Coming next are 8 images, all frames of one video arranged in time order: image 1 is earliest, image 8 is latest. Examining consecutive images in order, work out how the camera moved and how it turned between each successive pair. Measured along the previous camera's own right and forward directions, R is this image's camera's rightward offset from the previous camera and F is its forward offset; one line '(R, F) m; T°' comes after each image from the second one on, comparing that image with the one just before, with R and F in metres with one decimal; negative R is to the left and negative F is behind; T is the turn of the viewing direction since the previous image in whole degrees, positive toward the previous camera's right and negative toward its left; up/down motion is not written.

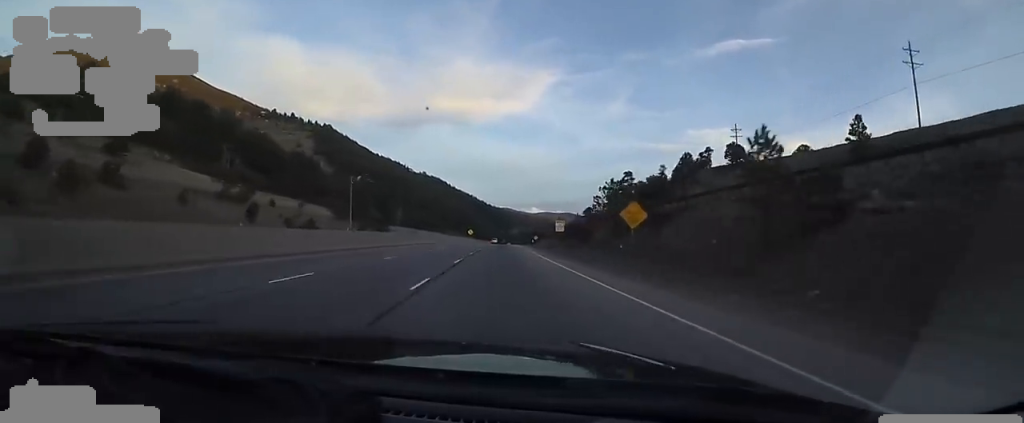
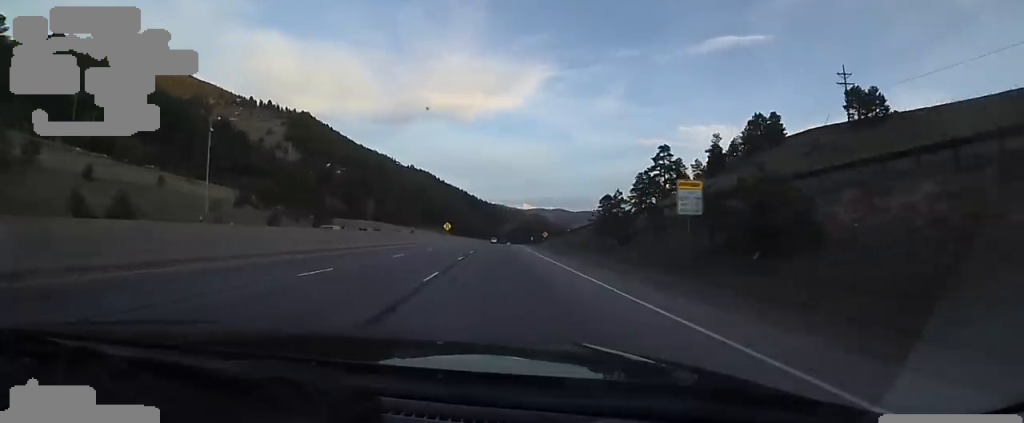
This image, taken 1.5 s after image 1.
(+2.3, +46.2) m; +4°
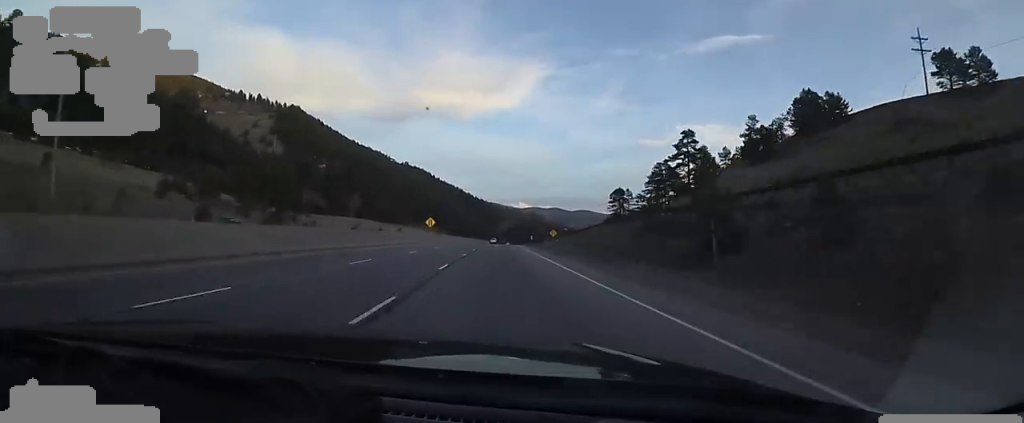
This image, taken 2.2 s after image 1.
(+0.1, +19.1) m; -2°
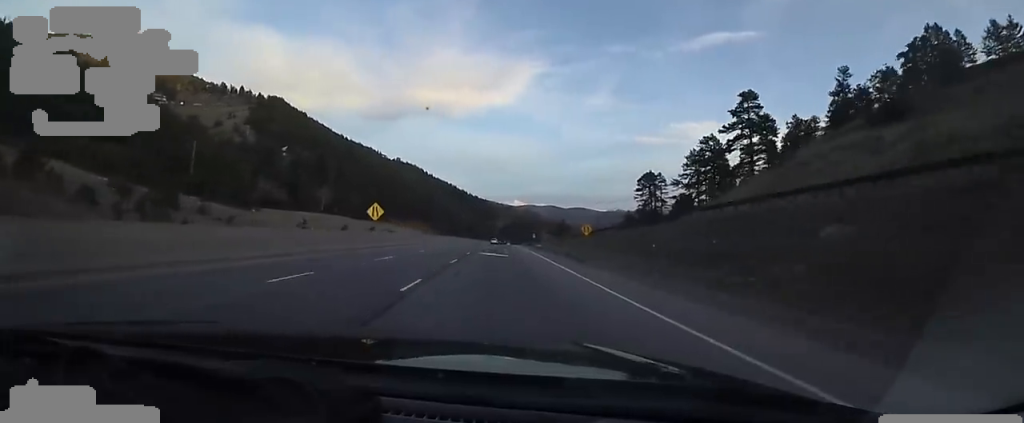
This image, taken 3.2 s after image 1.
(-1.1, +30.9) m; -1°
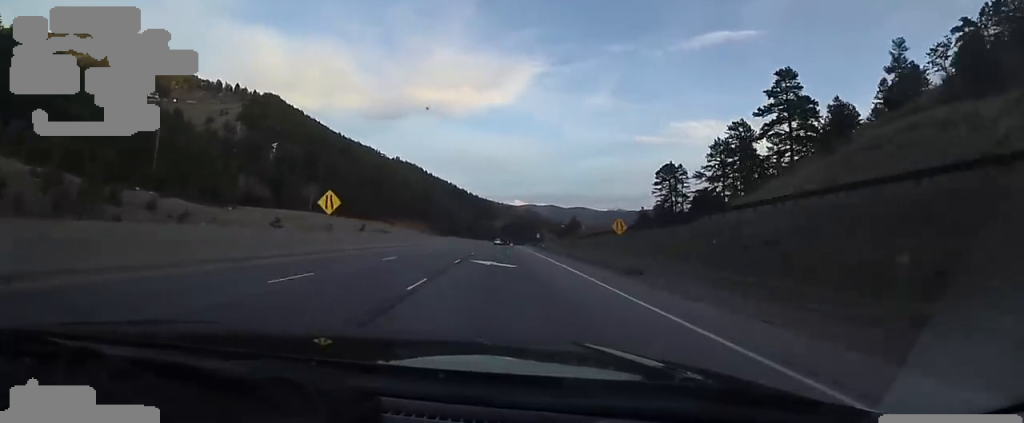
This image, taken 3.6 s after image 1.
(0.0, +12.0) m; +1°
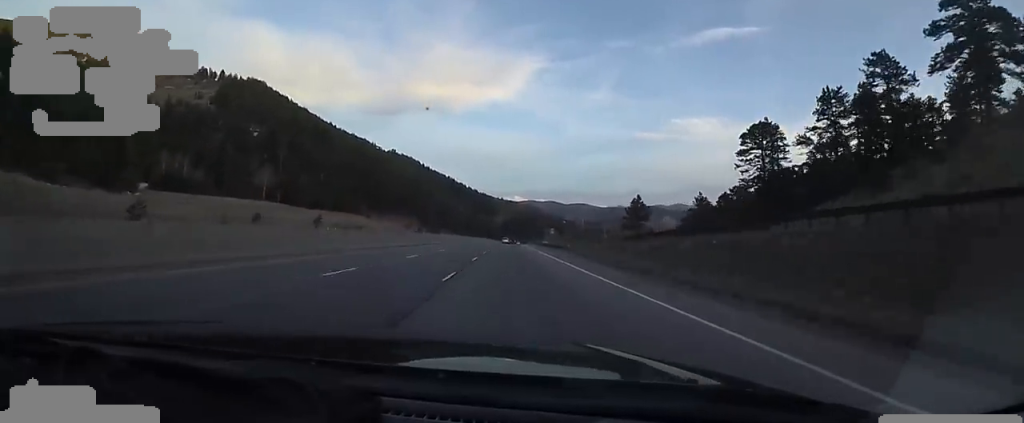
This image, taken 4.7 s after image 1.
(+1.2, +34.1) m; +2°
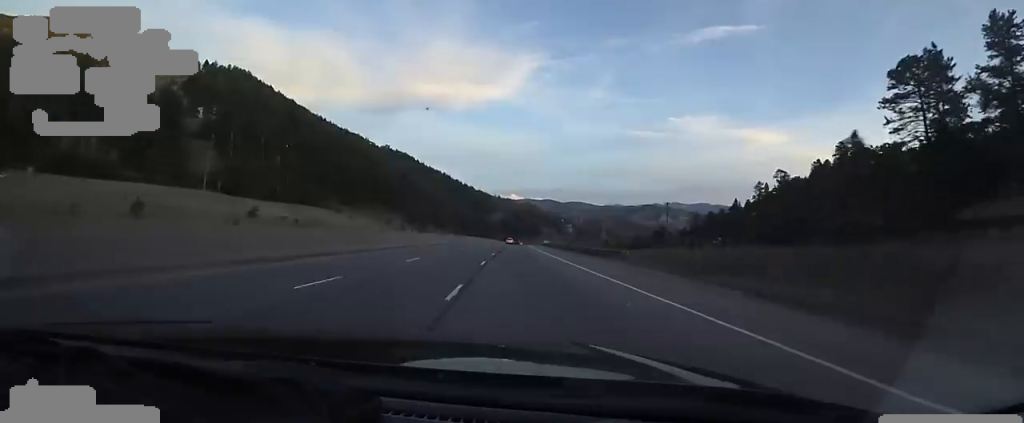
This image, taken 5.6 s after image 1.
(0.0, +27.2) m; 0°
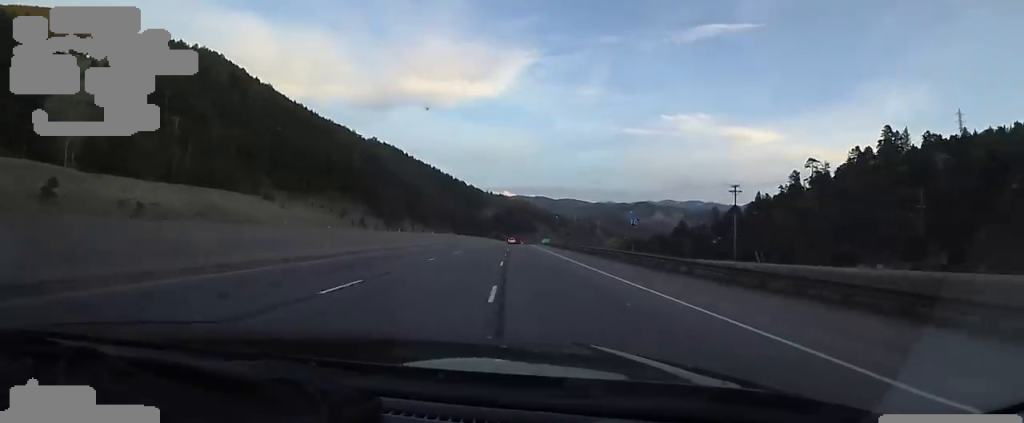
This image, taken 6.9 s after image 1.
(0.0, +37.2) m; 0°
